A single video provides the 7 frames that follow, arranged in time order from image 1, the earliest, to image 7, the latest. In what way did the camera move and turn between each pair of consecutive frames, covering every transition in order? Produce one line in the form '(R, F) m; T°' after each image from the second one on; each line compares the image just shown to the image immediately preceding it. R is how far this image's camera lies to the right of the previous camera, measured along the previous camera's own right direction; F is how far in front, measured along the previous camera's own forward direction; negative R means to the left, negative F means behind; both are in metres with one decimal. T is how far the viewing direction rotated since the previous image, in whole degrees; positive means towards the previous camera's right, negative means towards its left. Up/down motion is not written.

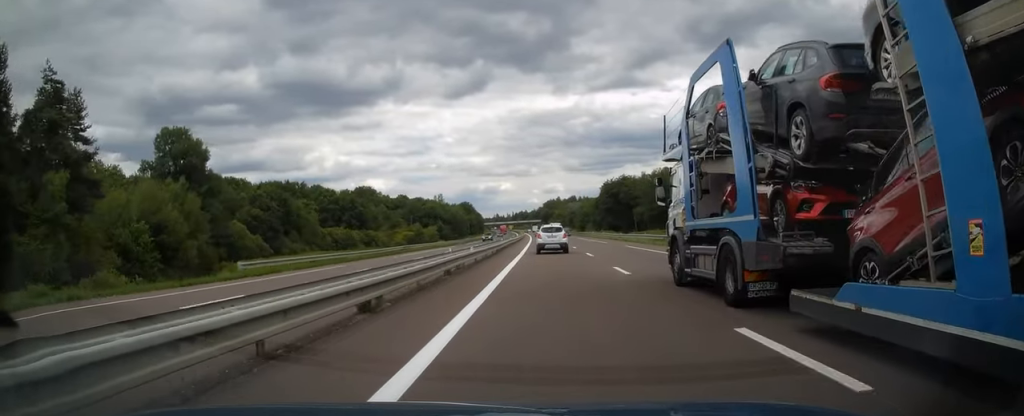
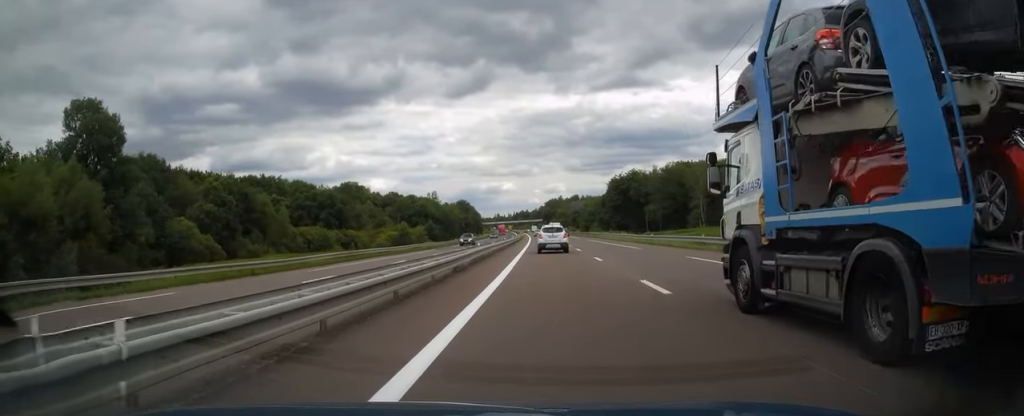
(-0.1, +18.2) m; 0°
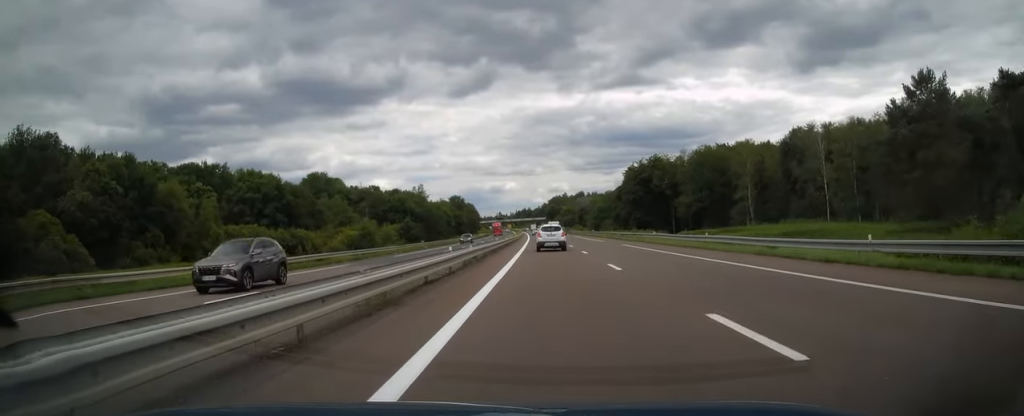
(-0.1, +32.7) m; 0°
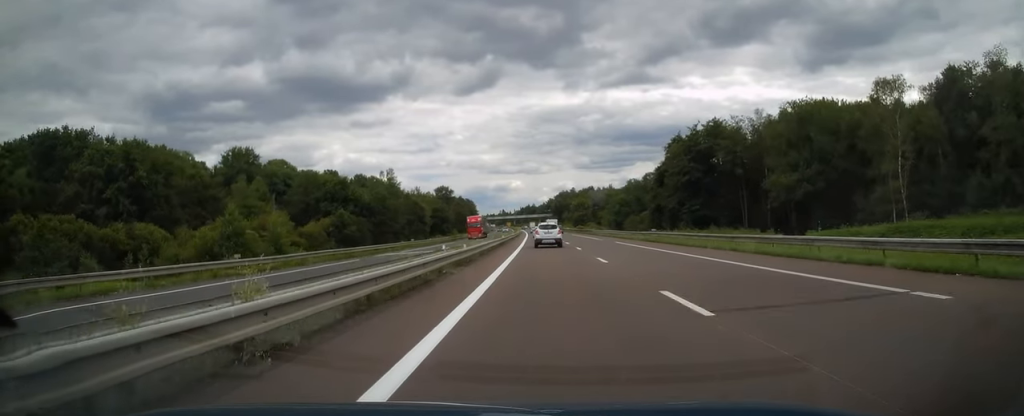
(-0.1, +49.4) m; 0°
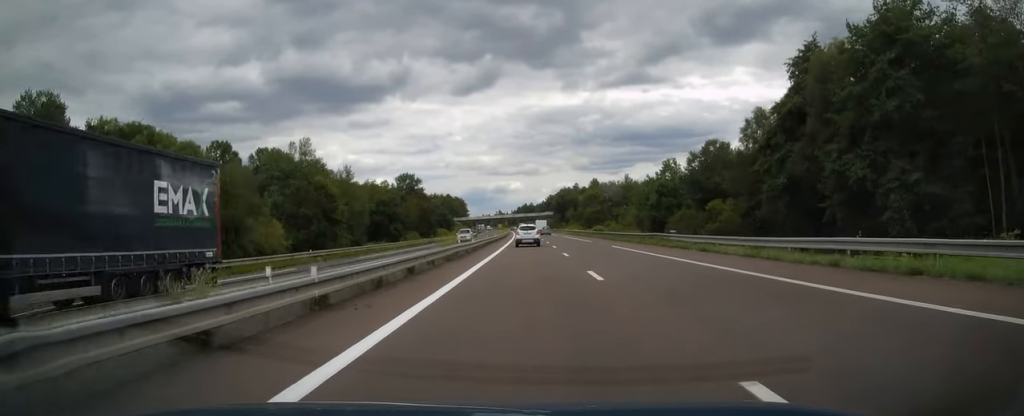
(-0.4, +59.9) m; 0°
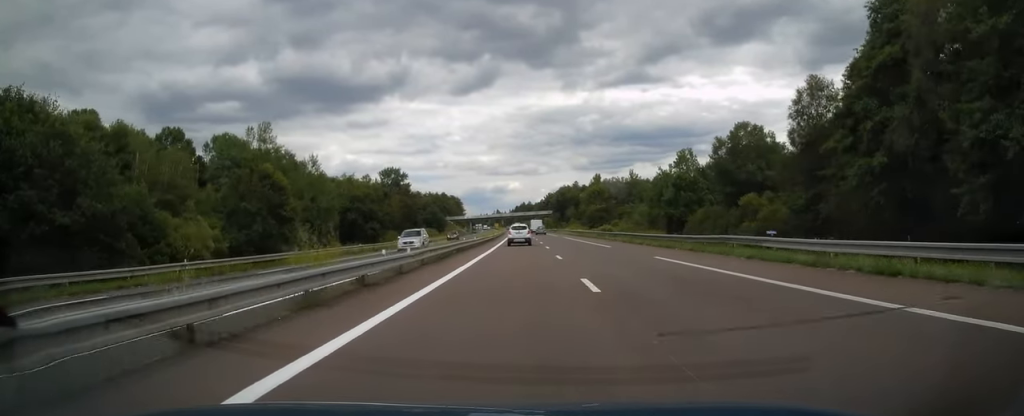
(0.0, +16.0) m; 0°
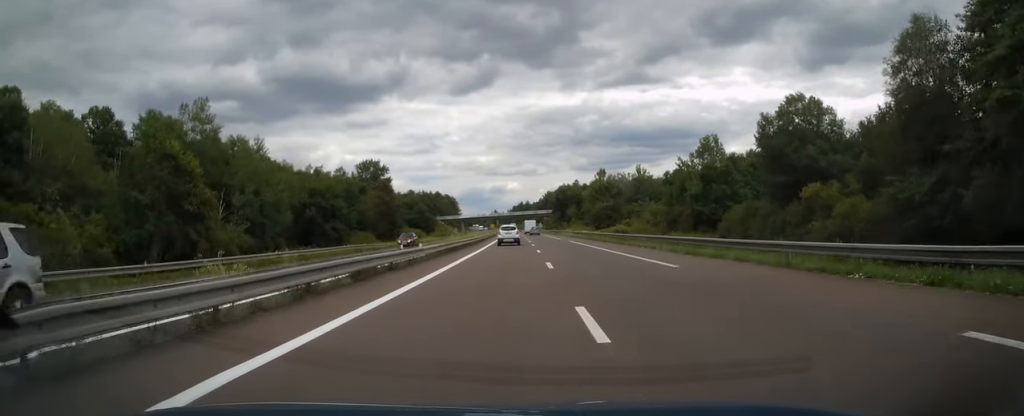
(+0.1, +18.6) m; 0°
